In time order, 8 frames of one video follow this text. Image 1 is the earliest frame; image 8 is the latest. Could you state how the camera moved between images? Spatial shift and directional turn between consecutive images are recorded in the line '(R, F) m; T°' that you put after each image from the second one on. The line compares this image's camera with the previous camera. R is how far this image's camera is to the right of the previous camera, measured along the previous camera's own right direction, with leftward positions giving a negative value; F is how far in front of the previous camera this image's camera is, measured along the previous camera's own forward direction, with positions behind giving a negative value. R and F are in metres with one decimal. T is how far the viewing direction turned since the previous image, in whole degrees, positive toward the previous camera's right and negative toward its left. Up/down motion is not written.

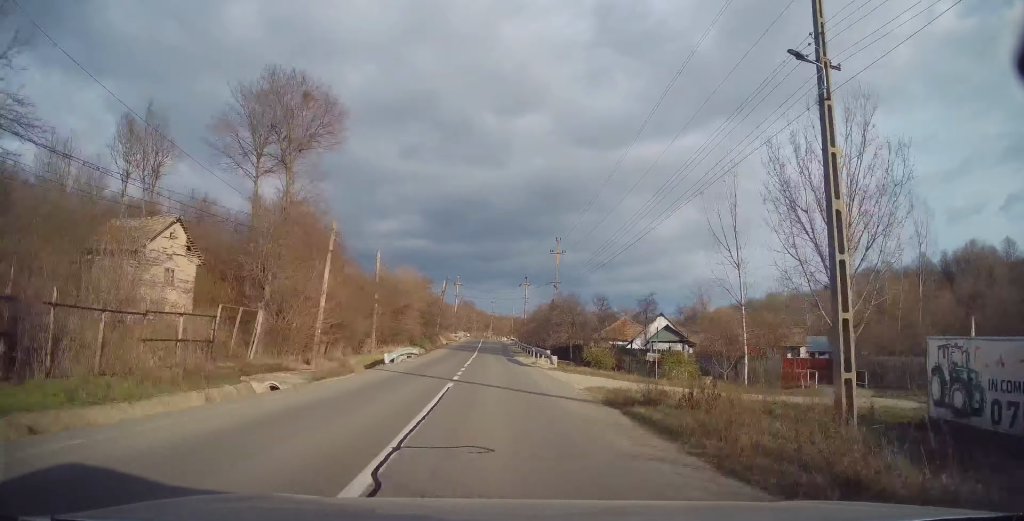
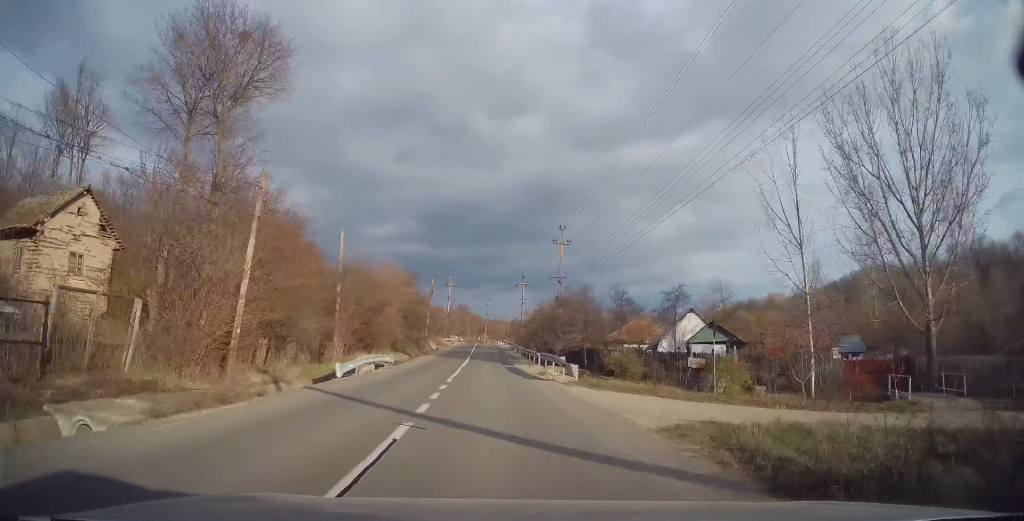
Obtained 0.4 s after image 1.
(-0.1, +6.9) m; 0°
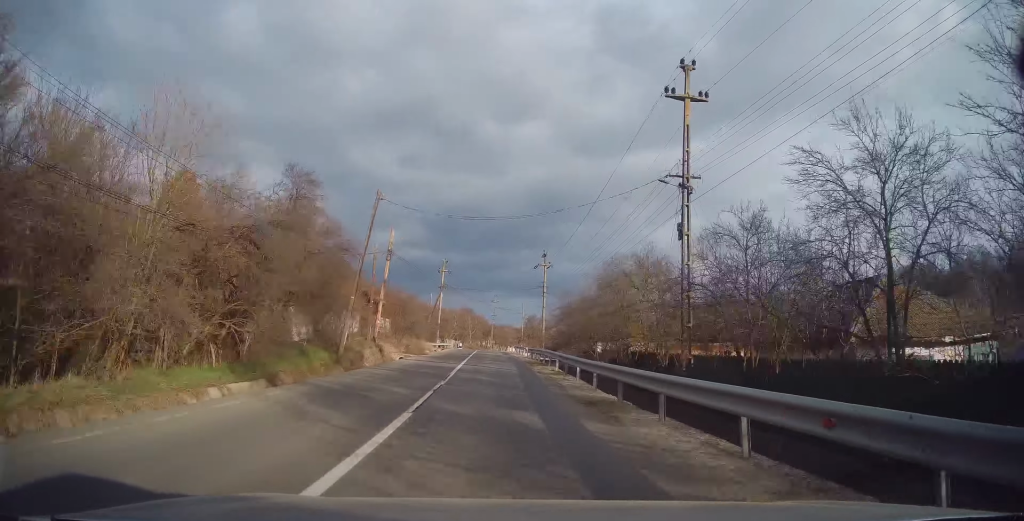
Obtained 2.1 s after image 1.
(-0.6, +29.5) m; -1°
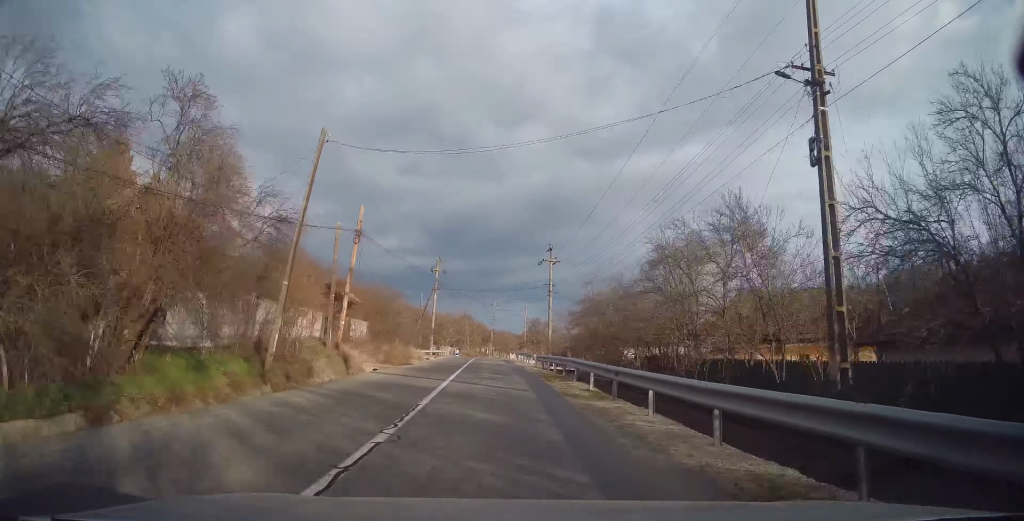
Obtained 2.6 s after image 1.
(0.0, +8.1) m; 0°
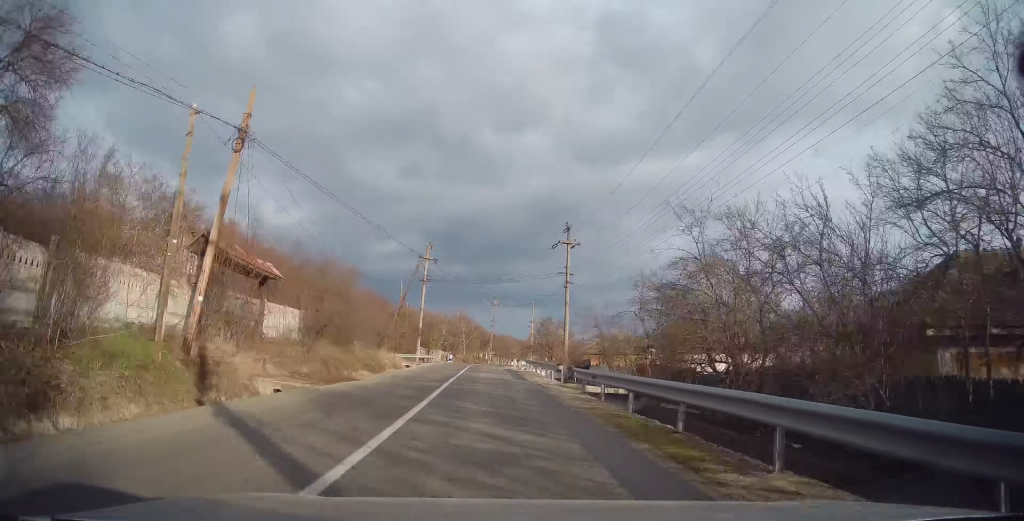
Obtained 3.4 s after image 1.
(+0.2, +13.5) m; +1°
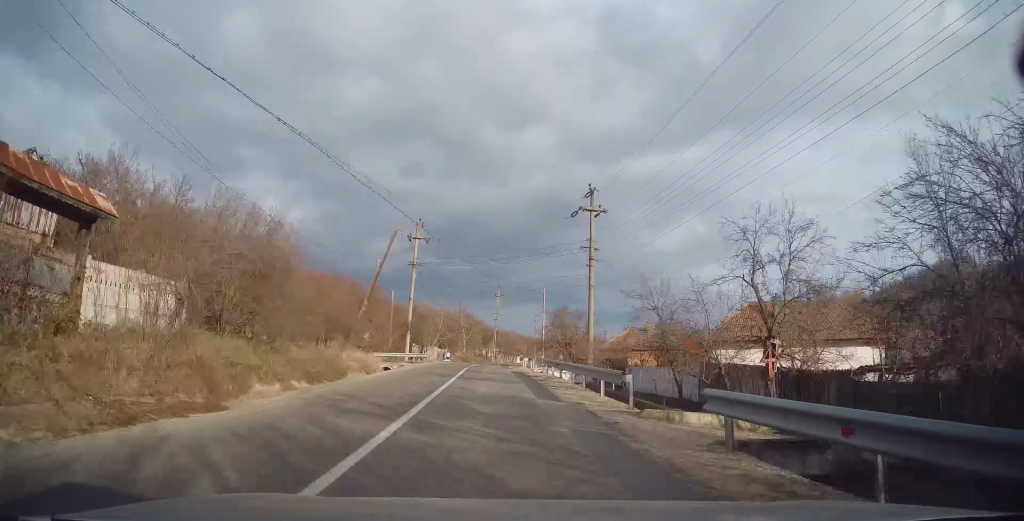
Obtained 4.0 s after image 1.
(+0.1, +10.3) m; -1°
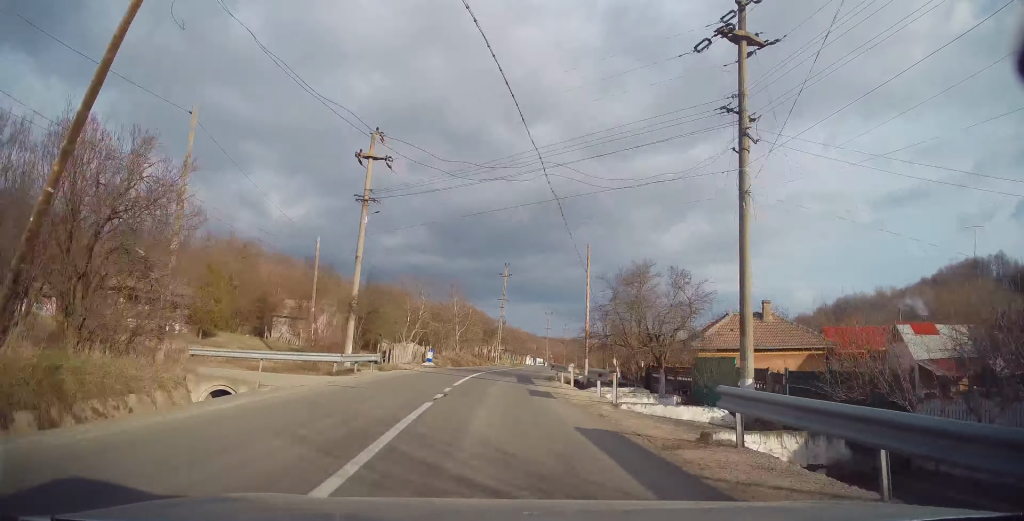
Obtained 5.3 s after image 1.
(-0.4, +23.2) m; -1°
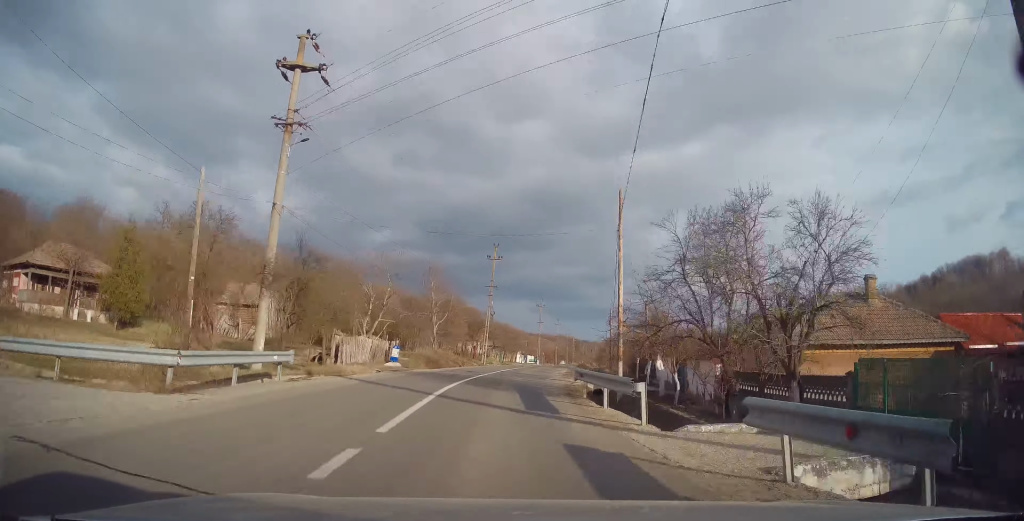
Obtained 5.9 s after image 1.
(+0.2, +11.0) m; +2°
